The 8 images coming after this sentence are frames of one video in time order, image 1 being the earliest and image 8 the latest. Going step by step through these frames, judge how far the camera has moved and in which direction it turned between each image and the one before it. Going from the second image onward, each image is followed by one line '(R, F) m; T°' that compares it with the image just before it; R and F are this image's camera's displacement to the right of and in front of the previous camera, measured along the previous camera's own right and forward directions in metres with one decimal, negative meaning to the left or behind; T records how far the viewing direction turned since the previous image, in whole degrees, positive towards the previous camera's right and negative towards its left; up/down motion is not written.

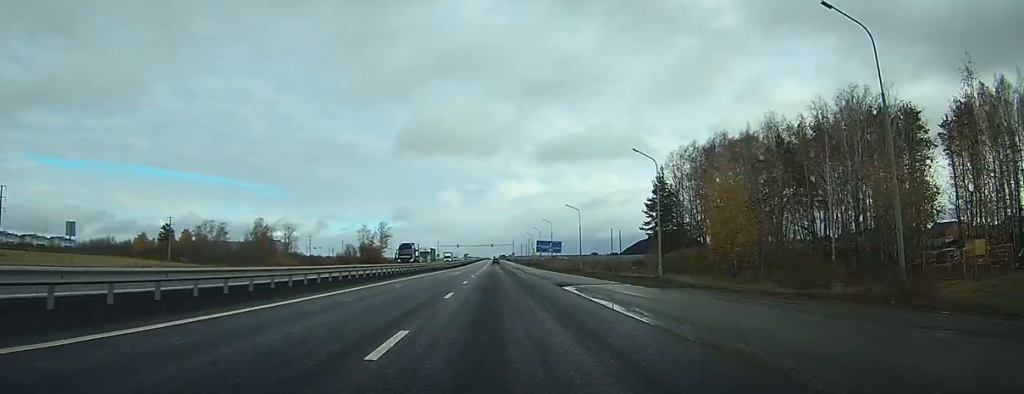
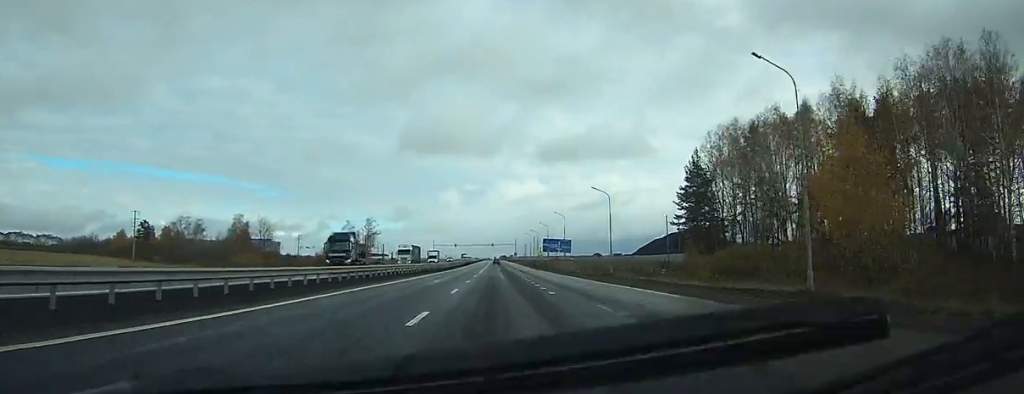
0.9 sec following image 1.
(-0.1, +20.4) m; 0°
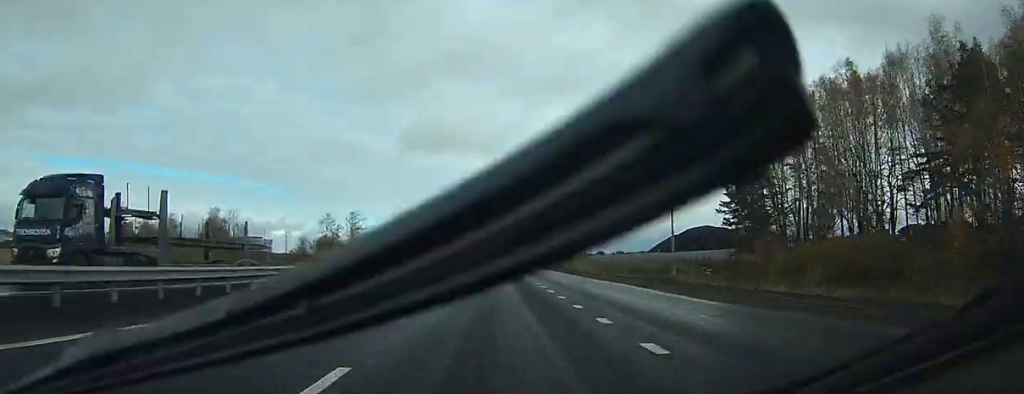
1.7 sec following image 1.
(+0.1, +19.7) m; 0°
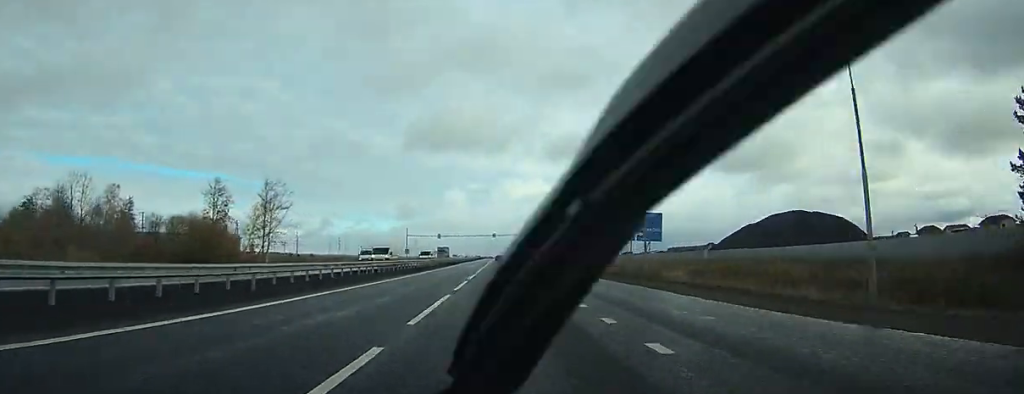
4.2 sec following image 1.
(-0.3, +54.3) m; 0°
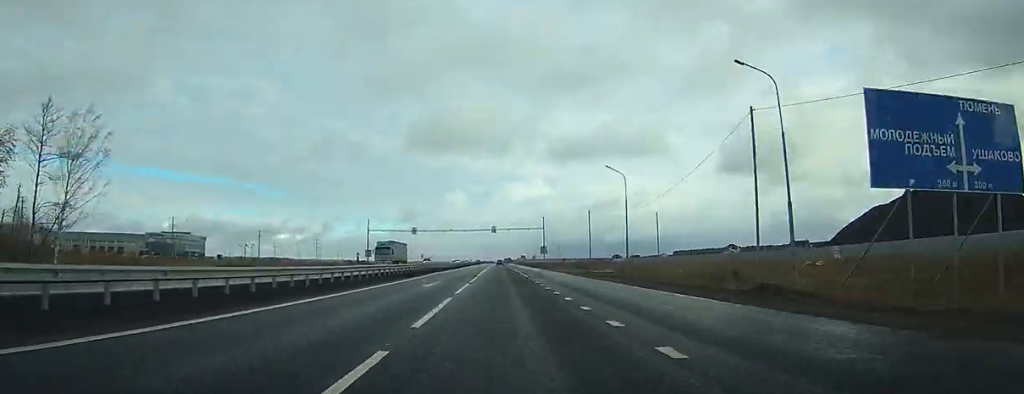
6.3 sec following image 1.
(+0.2, +45.9) m; +1°
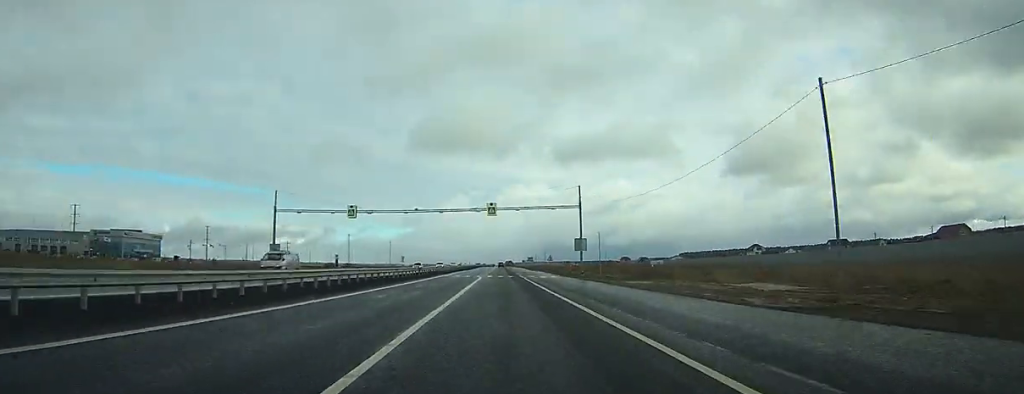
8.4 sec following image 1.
(+0.2, +47.8) m; 0°
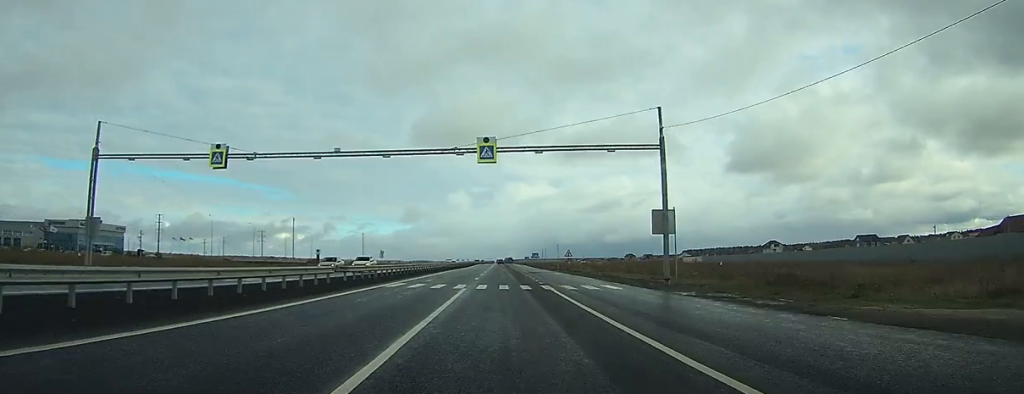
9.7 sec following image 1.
(+0.1, +31.4) m; 0°
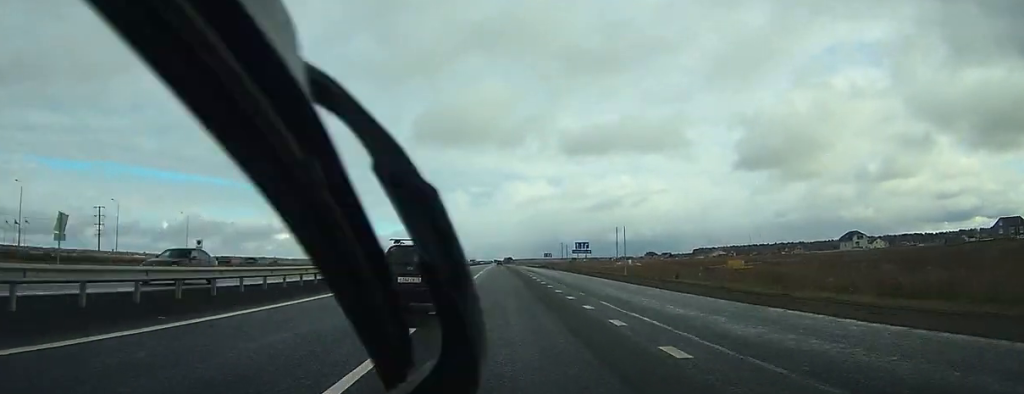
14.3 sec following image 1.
(-0.3, +104.4) m; -1°
